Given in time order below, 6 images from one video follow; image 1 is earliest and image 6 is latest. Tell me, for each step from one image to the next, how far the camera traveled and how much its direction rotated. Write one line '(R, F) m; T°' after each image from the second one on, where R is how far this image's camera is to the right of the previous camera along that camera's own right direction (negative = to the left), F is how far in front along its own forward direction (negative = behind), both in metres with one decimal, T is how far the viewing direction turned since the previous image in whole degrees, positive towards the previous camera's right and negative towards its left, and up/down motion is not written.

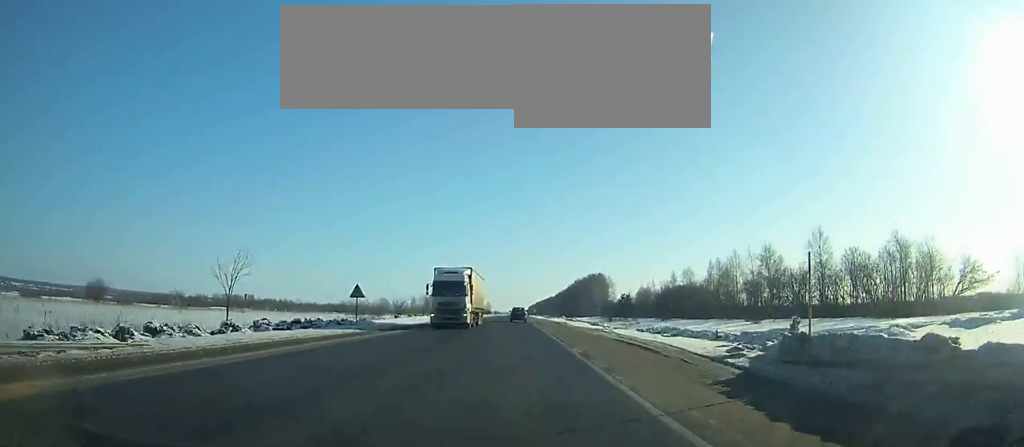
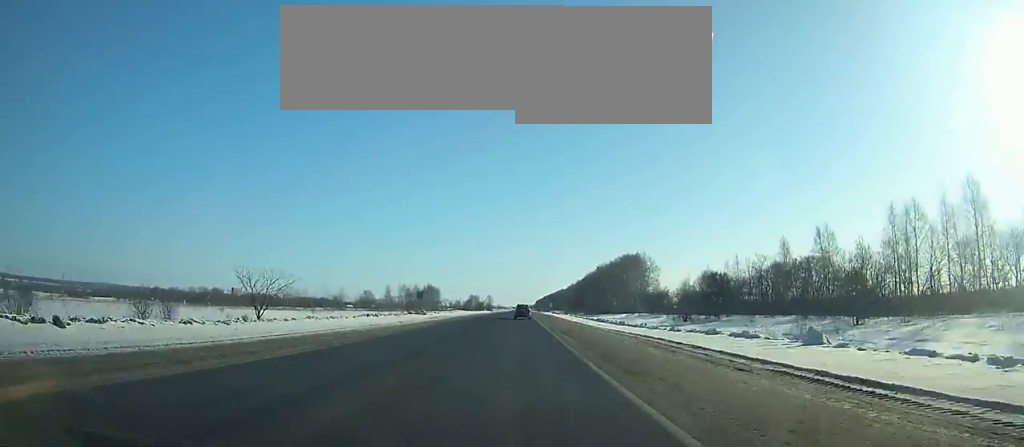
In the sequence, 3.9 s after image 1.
(+0.1, +87.7) m; 0°
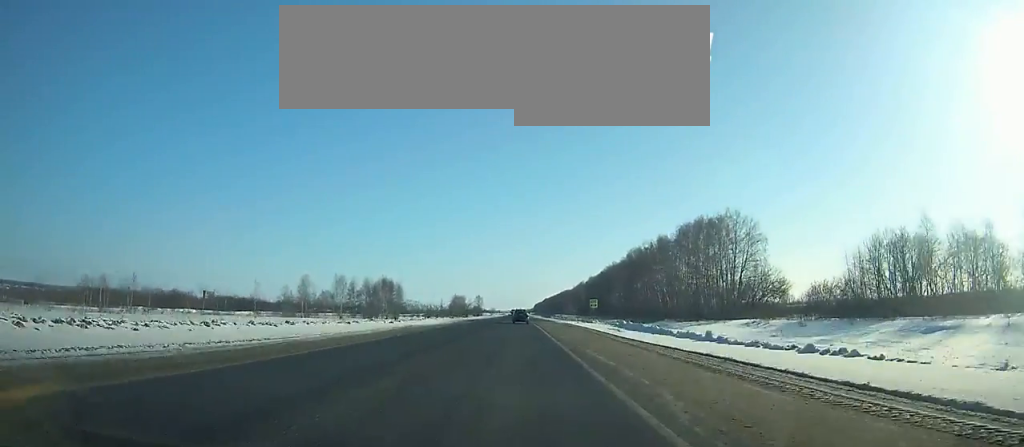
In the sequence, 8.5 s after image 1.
(-0.1, +104.5) m; 0°
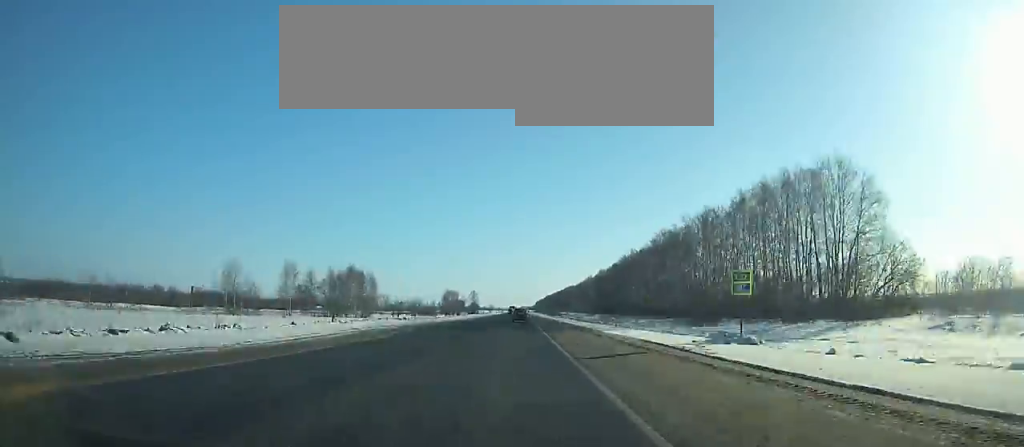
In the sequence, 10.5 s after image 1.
(0.0, +46.0) m; 0°
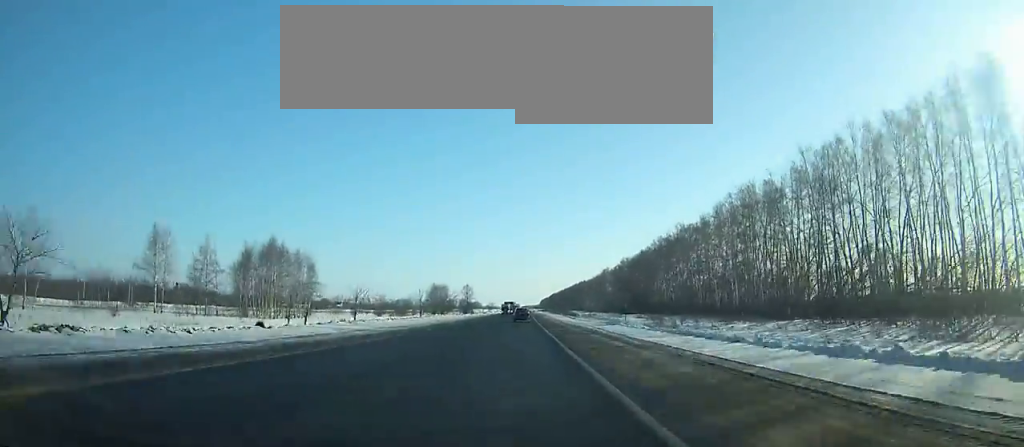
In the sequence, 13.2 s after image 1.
(0.0, +62.6) m; 0°
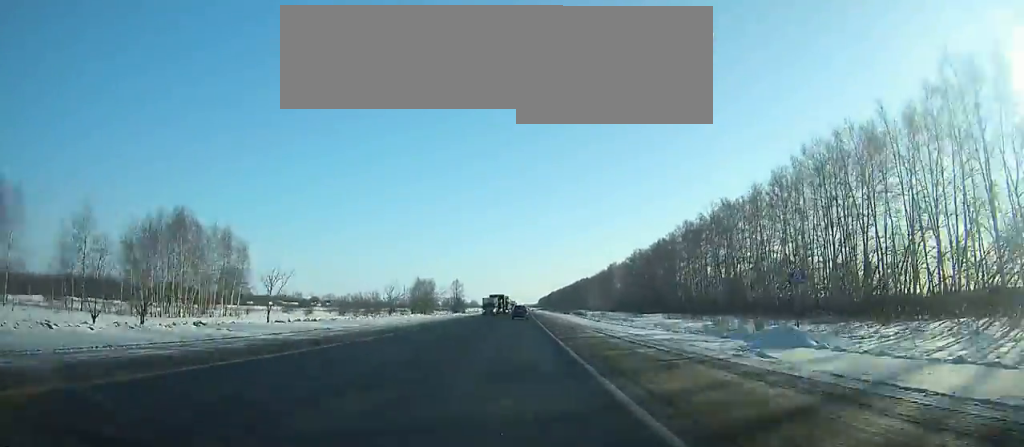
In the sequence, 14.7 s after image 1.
(0.0, +35.1) m; 0°
